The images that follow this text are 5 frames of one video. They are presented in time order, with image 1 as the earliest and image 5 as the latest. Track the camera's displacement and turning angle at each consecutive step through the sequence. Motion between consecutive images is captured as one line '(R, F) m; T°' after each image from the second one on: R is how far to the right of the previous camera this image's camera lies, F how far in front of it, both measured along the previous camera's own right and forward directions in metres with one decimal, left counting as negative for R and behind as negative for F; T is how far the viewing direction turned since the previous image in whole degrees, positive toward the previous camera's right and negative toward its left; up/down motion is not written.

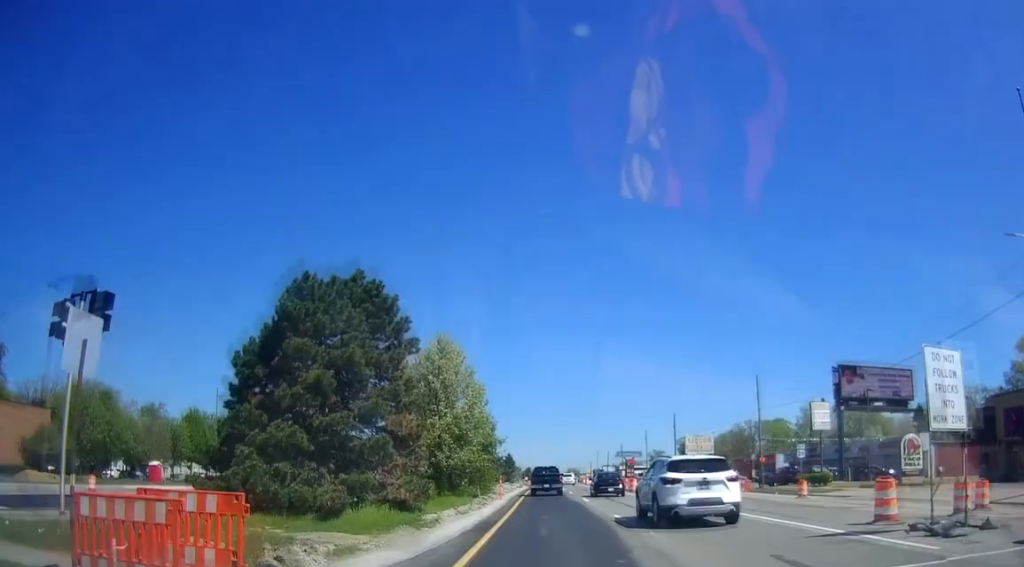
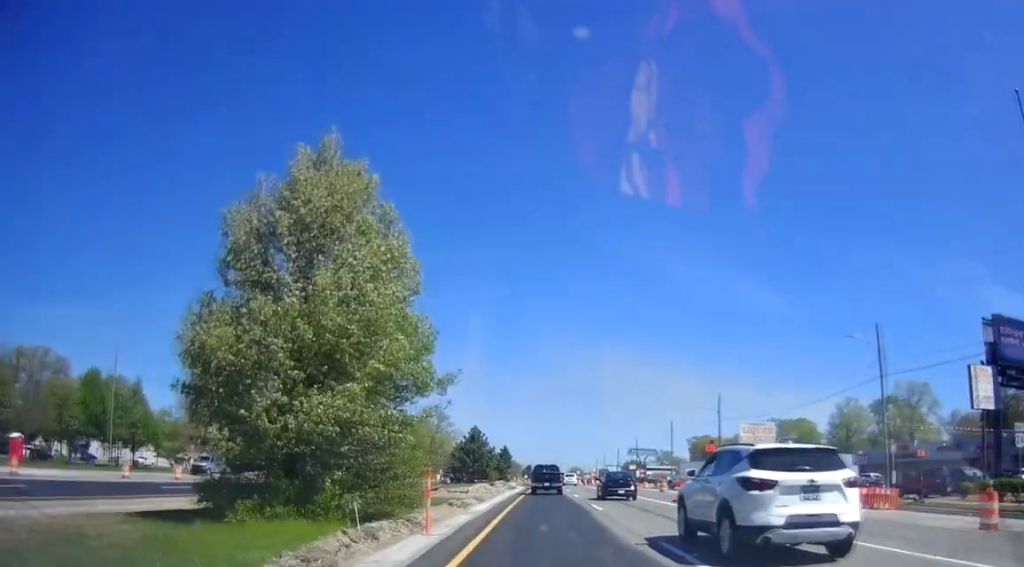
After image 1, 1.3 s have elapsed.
(+0.5, +22.9) m; +1°
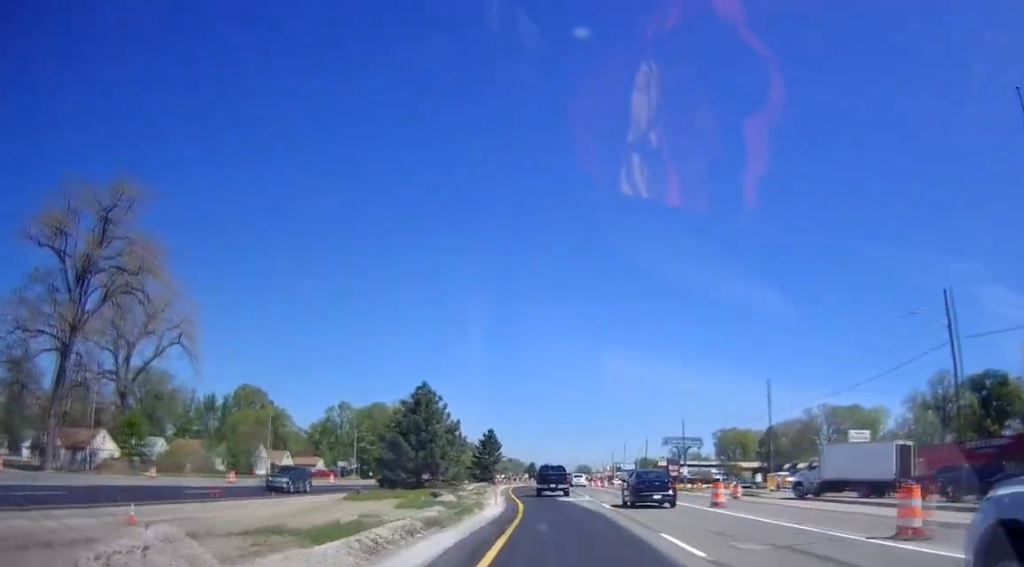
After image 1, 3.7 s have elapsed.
(-1.0, +43.2) m; -4°
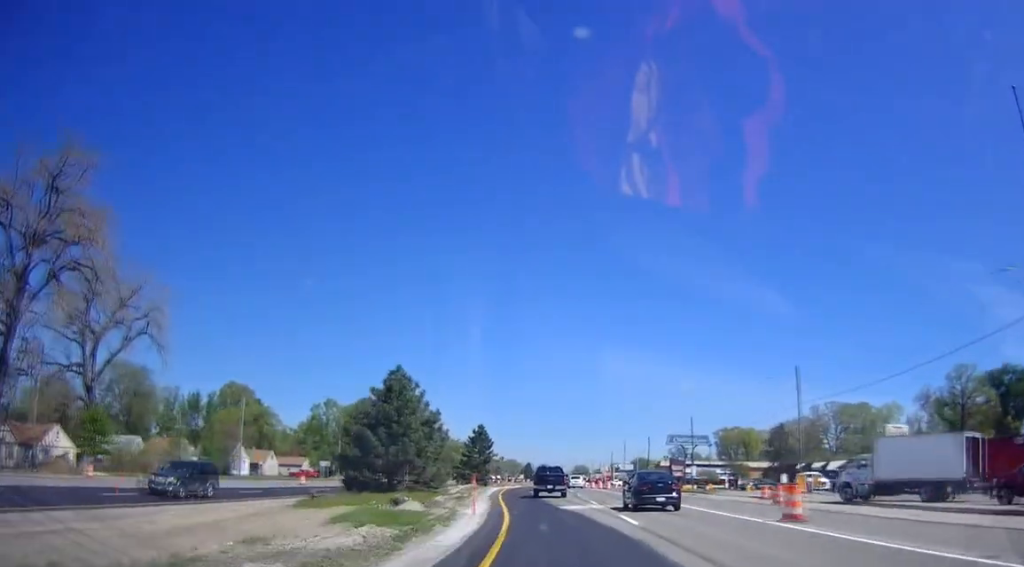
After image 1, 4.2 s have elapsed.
(0.0, +8.2) m; +1°
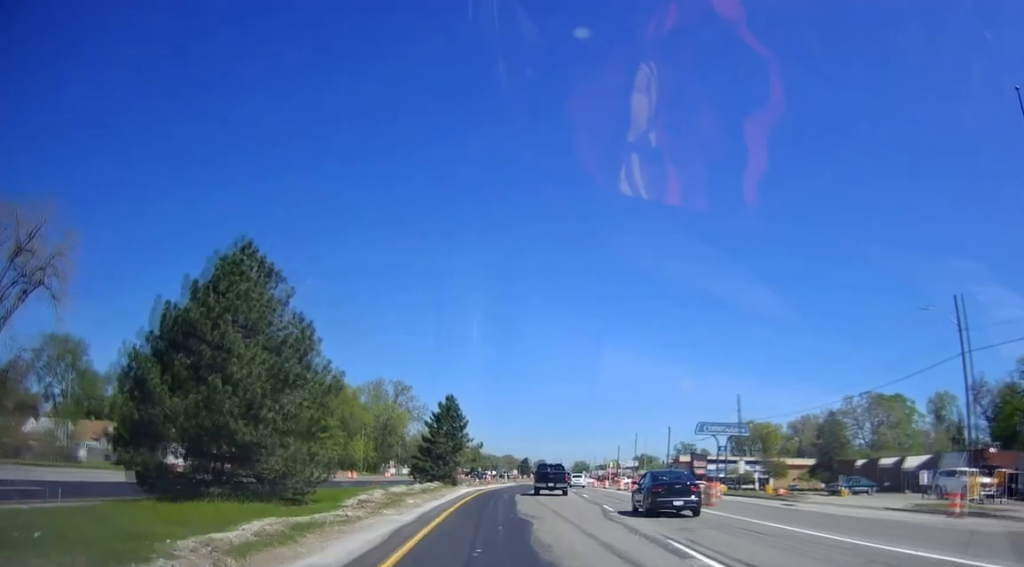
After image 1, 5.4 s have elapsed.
(+0.7, +23.4) m; +3°
